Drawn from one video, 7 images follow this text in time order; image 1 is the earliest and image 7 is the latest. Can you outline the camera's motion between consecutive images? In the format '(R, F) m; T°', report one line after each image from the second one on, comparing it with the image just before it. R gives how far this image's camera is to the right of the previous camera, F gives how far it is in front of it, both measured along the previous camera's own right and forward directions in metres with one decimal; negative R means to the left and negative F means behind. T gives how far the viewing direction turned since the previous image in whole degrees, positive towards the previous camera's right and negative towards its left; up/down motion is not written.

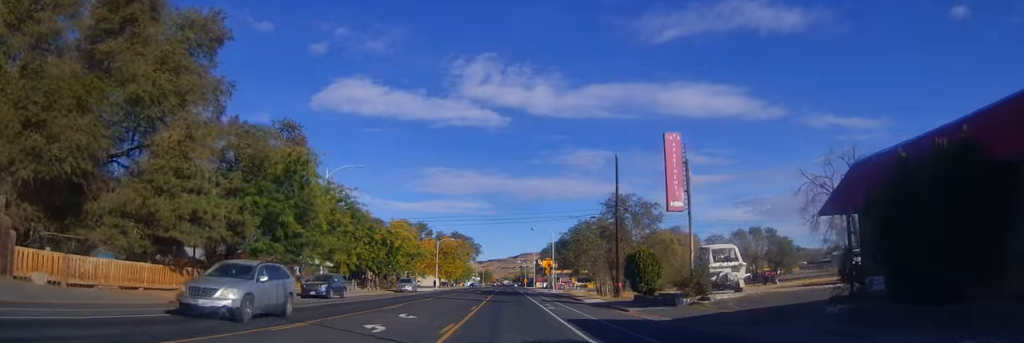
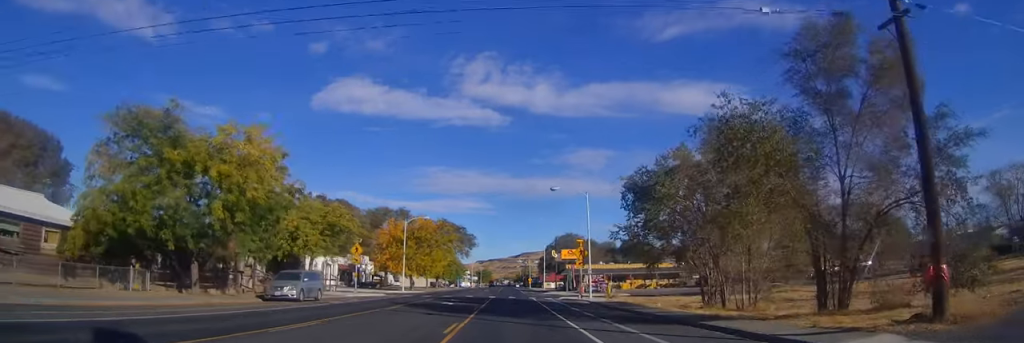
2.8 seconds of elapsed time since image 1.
(0.0, +36.7) m; 0°
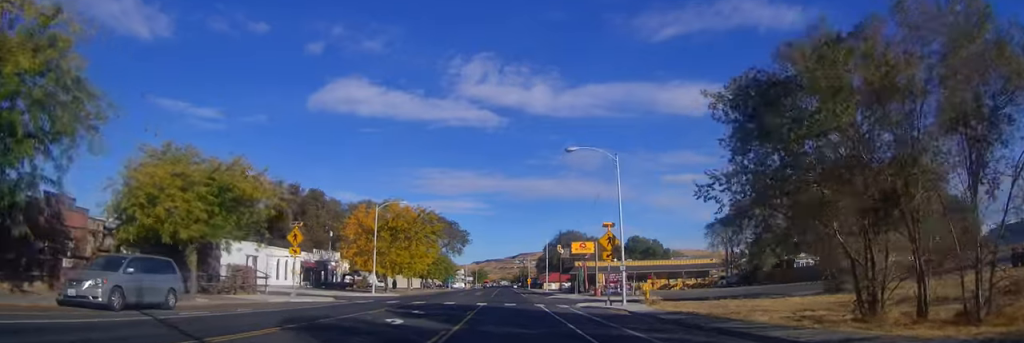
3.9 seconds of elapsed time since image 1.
(0.0, +15.2) m; 0°
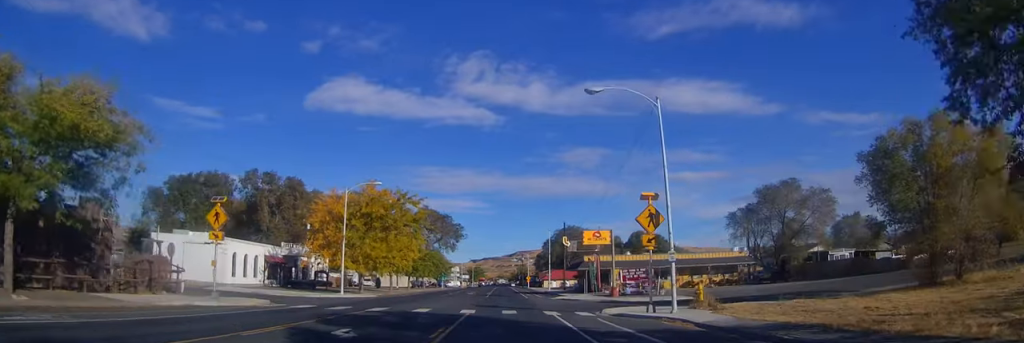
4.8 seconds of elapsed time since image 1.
(0.0, +10.7) m; 0°
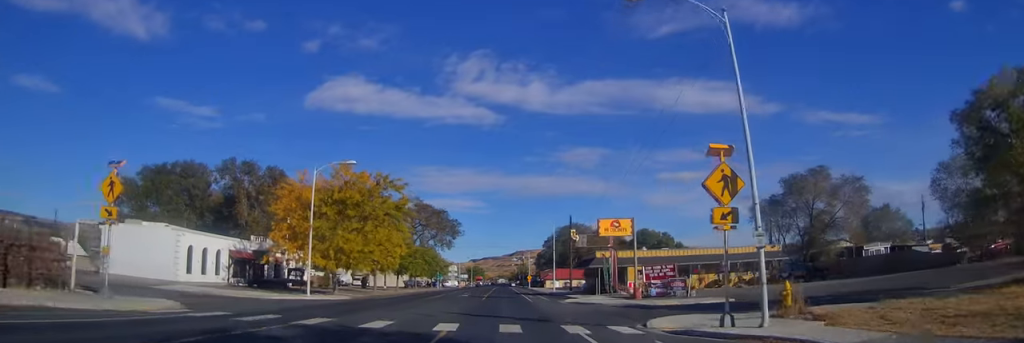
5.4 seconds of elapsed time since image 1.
(0.0, +8.6) m; 0°
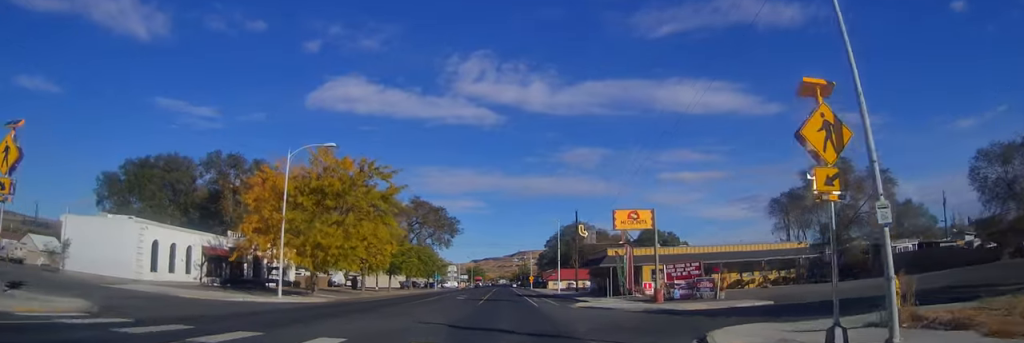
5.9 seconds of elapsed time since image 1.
(0.0, +5.5) m; 0°
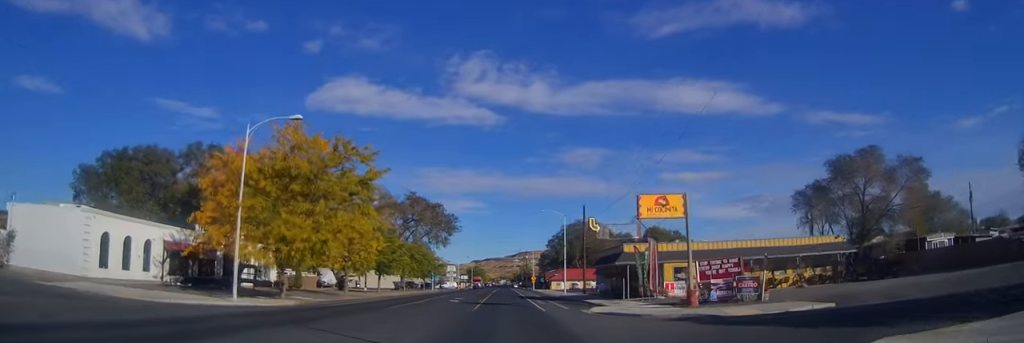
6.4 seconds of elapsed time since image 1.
(0.0, +6.3) m; 0°
